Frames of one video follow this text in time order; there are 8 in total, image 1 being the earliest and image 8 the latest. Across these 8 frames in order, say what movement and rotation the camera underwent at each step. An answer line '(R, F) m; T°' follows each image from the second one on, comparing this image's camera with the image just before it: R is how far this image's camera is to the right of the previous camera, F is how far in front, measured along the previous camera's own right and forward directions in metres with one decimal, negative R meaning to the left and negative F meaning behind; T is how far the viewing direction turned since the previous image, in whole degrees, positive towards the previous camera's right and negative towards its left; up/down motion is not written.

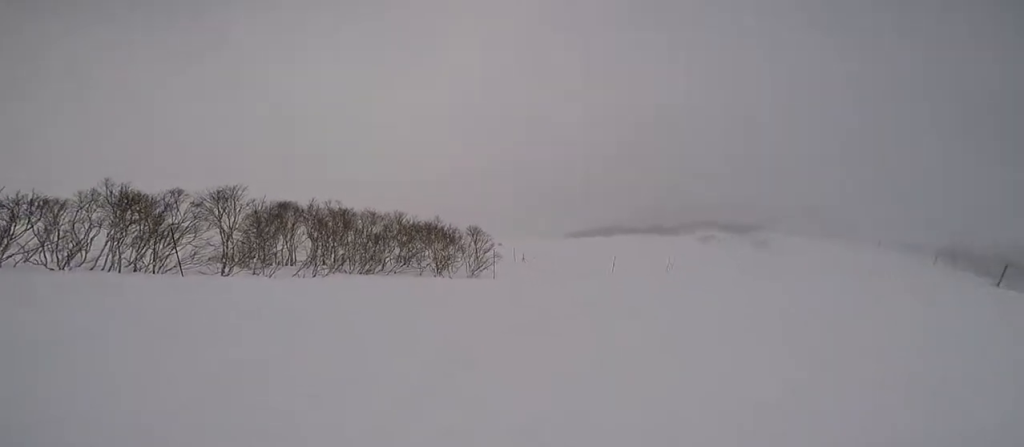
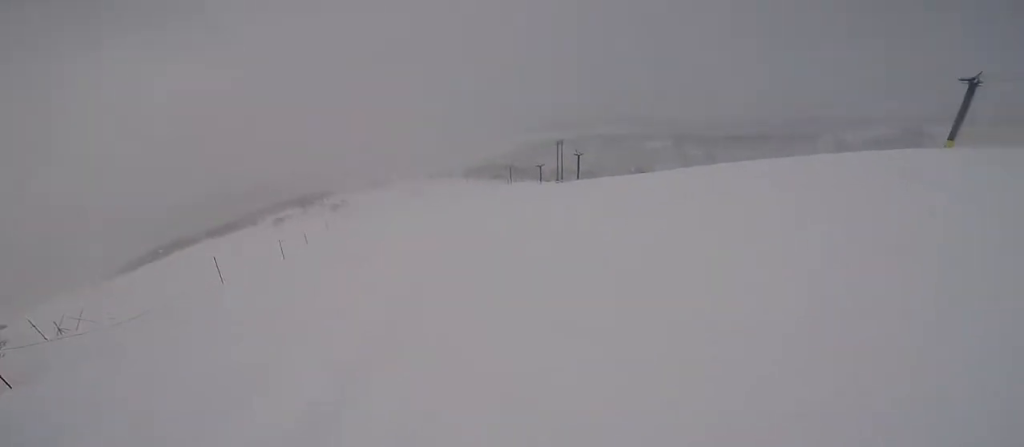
(+1.1, +4.0) m; +49°
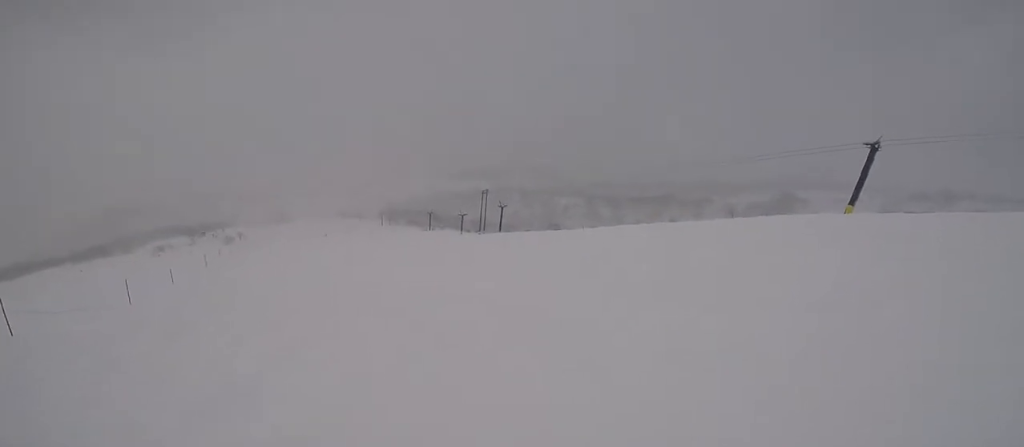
(+1.2, +3.5) m; +21°
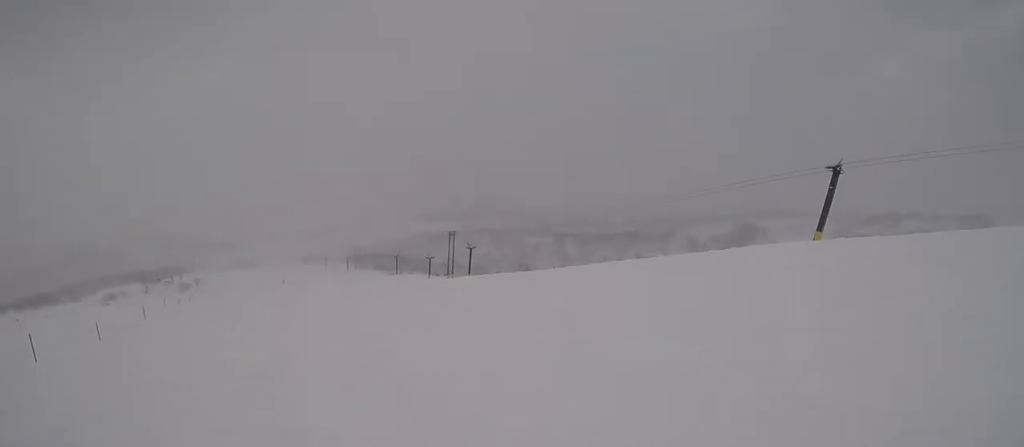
(+0.1, +2.4) m; +1°
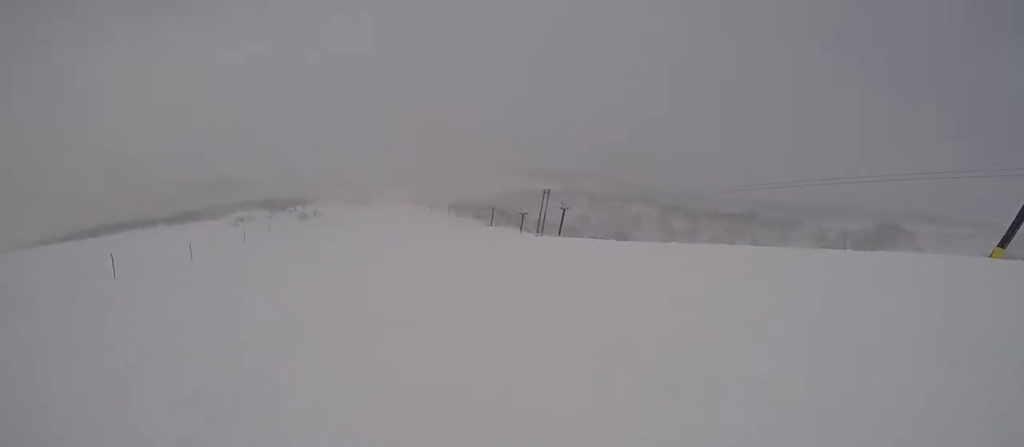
(0.0, +3.7) m; -2°
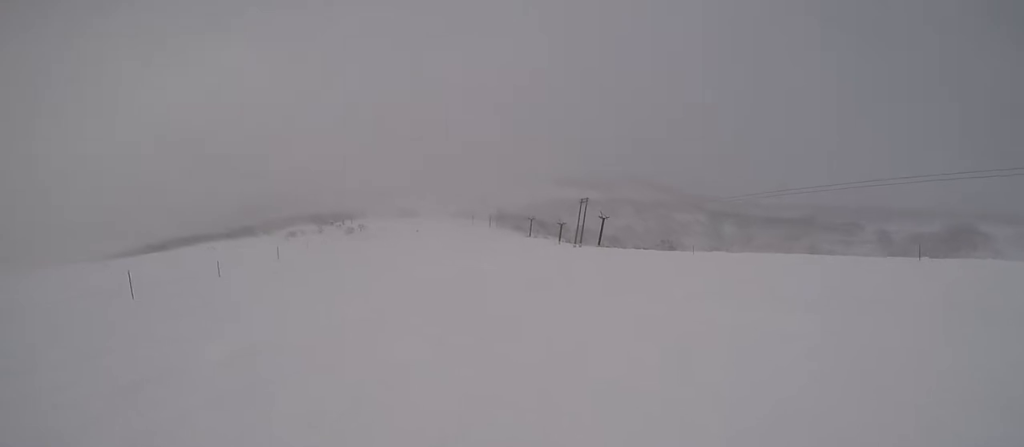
(-0.1, +3.2) m; -7°
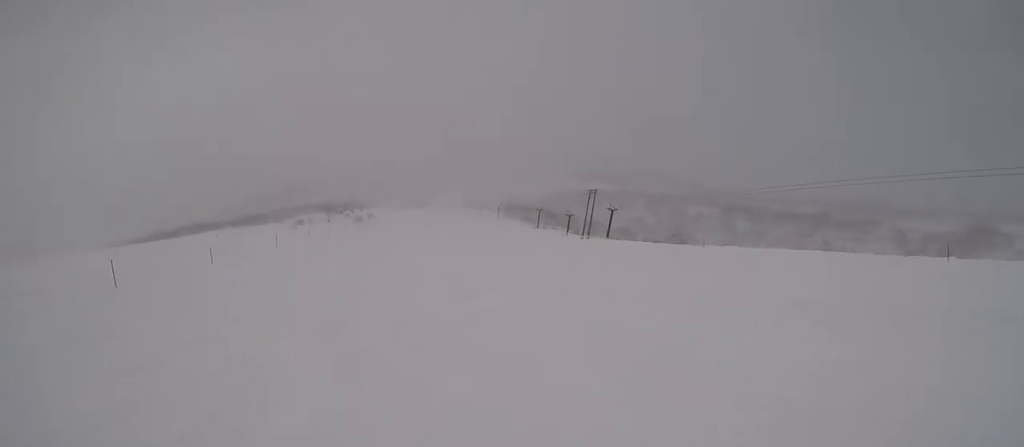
(-0.1, +1.8) m; -10°
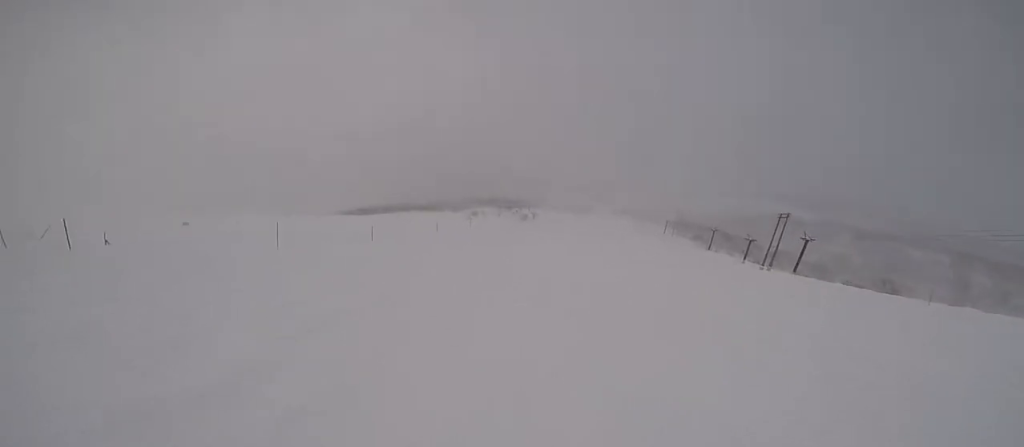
(0.0, +3.6) m; -33°
